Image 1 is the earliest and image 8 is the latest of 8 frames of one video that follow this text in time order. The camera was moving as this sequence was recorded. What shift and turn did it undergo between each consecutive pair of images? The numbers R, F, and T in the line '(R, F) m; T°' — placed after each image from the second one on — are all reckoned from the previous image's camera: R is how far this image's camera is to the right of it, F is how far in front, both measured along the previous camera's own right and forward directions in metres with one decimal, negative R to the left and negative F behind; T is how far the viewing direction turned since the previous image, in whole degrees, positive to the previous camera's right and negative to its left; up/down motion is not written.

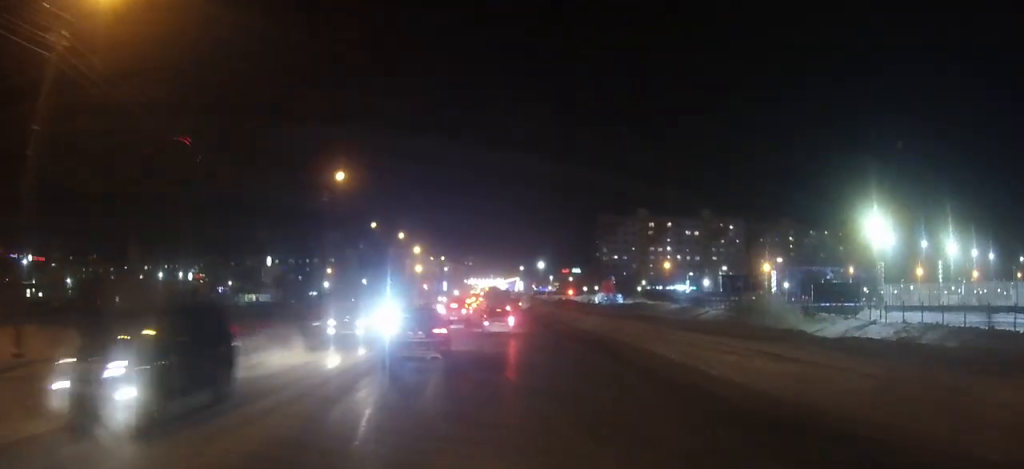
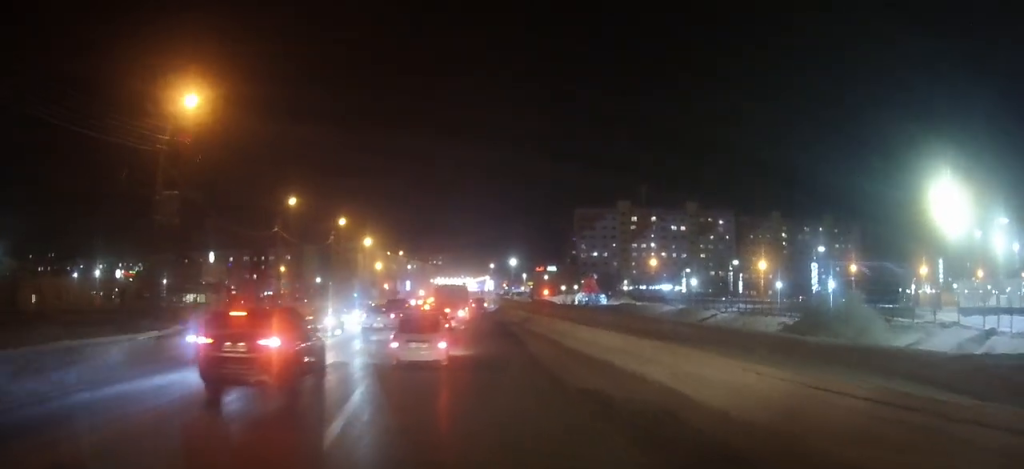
(+0.4, +16.9) m; +3°
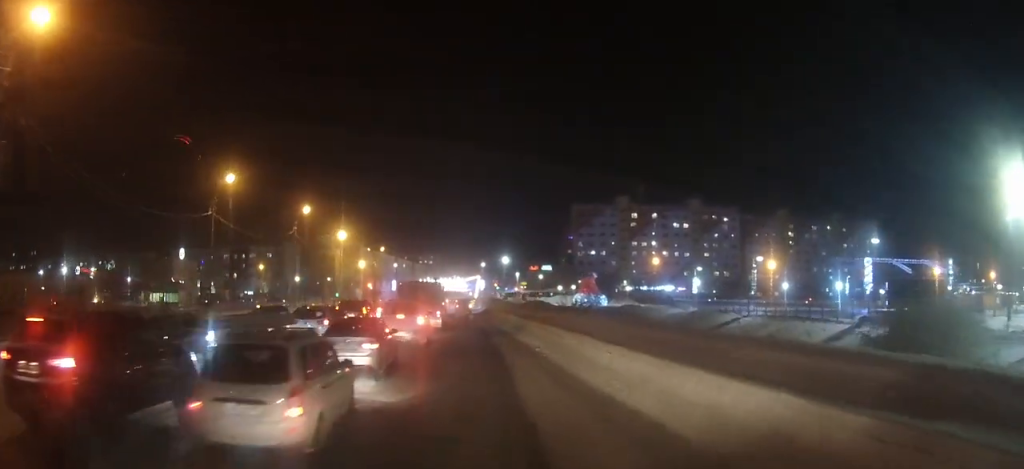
(+0.1, +11.0) m; 0°
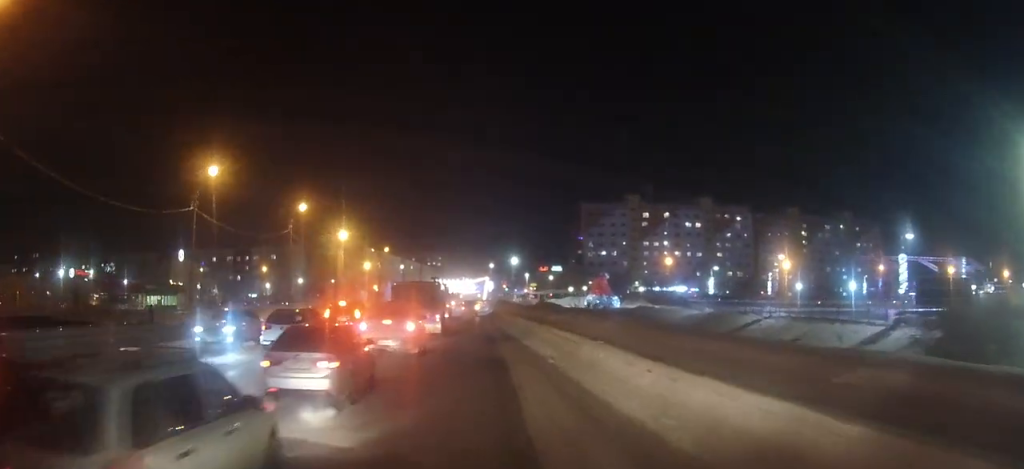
(-0.1, +3.9) m; -1°
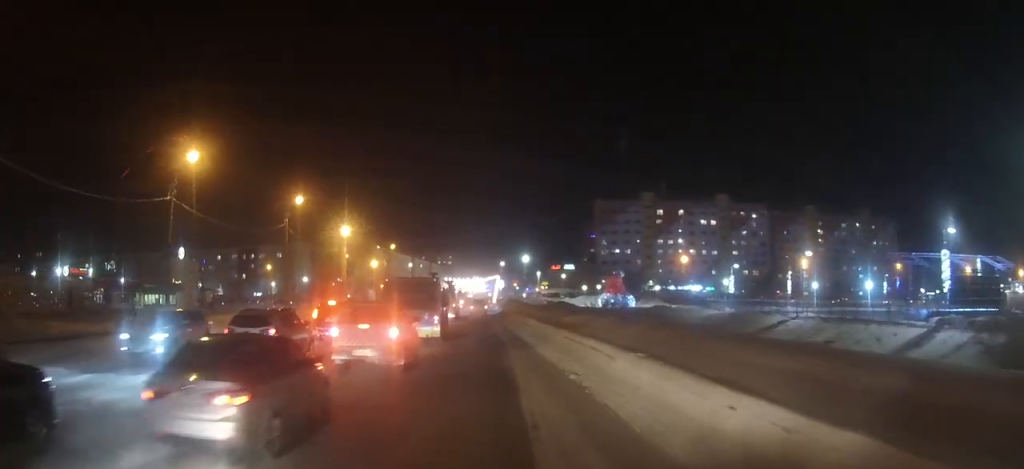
(0.0, +4.2) m; -1°
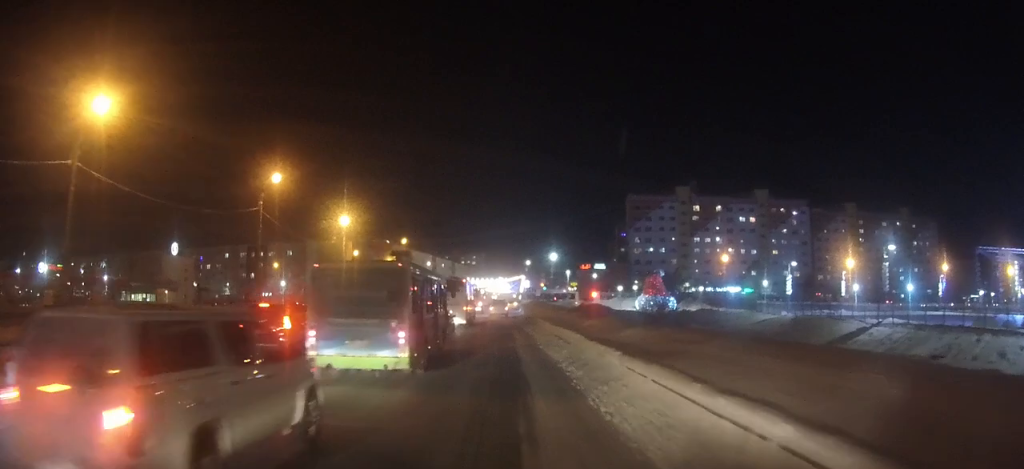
(-0.2, +11.6) m; -2°
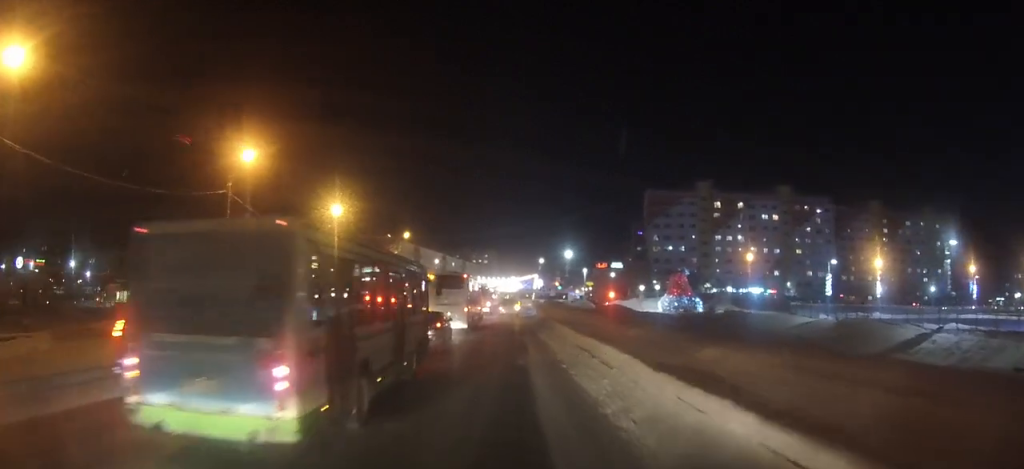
(-0.1, +7.5) m; -1°
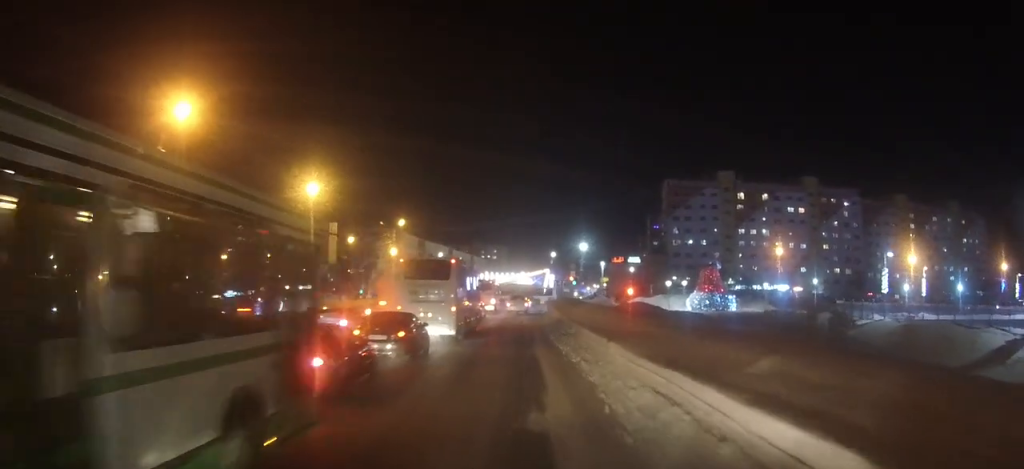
(-0.1, +10.0) m; -1°
